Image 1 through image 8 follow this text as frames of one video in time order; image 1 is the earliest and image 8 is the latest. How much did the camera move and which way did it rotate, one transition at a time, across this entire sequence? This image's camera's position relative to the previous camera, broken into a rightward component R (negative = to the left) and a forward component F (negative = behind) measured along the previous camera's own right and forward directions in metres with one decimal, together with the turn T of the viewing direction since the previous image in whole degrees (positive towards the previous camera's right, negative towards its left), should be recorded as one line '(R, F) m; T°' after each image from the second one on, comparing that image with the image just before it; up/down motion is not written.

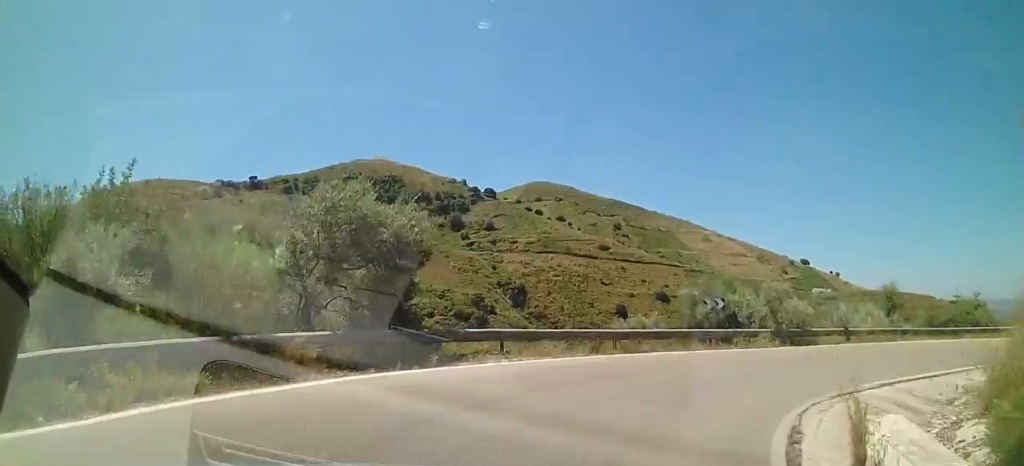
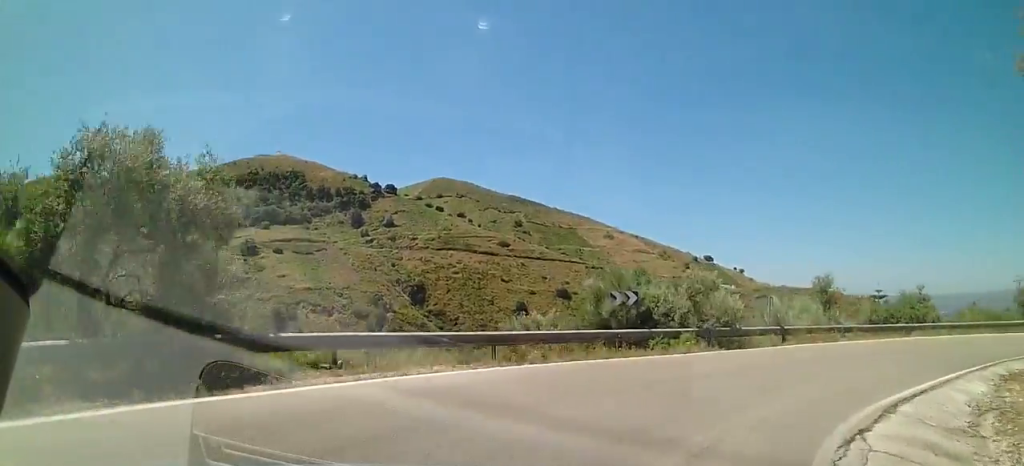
(+0.1, +4.7) m; +6°
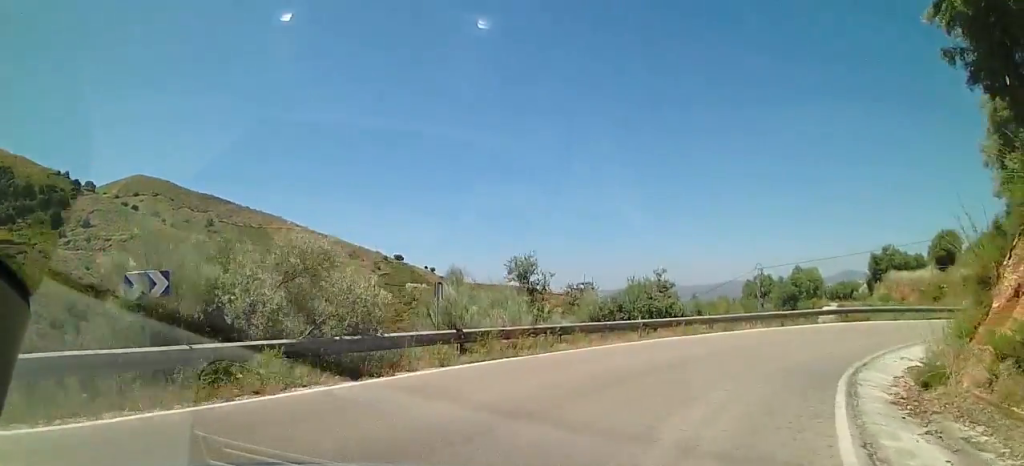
(+1.2, +8.9) m; +19°
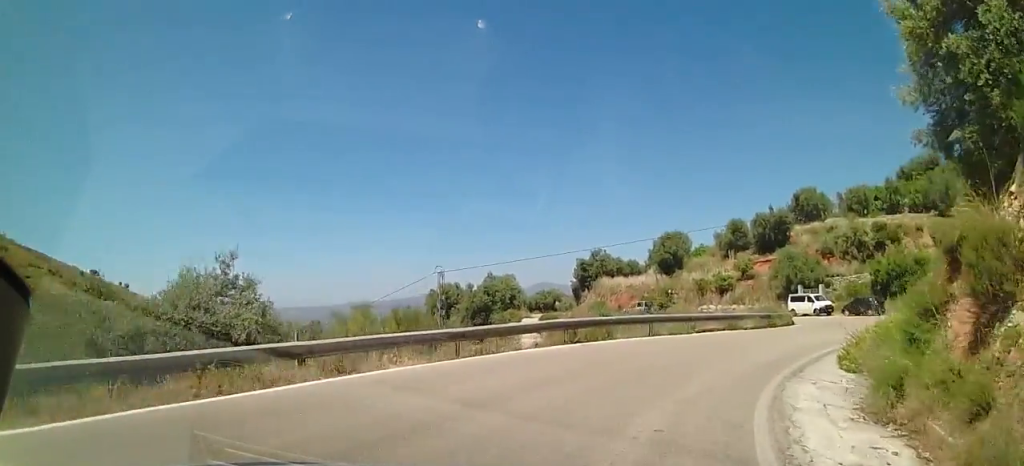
(+2.2, +10.4) m; +27°
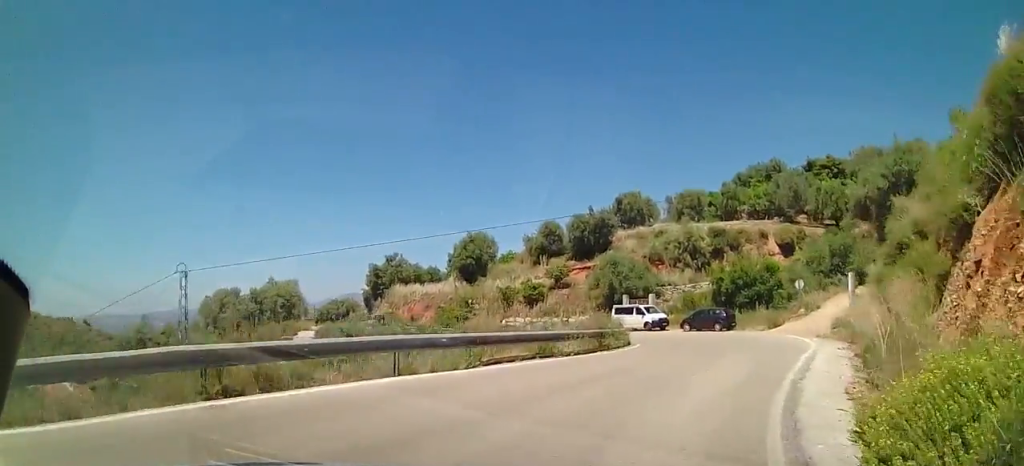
(+1.8, +7.5) m; +24°
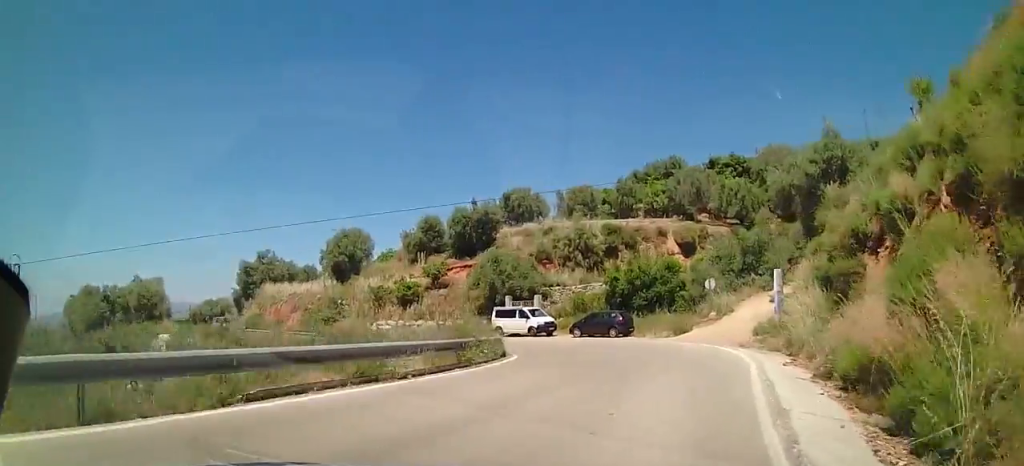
(+0.6, +4.9) m; +10°
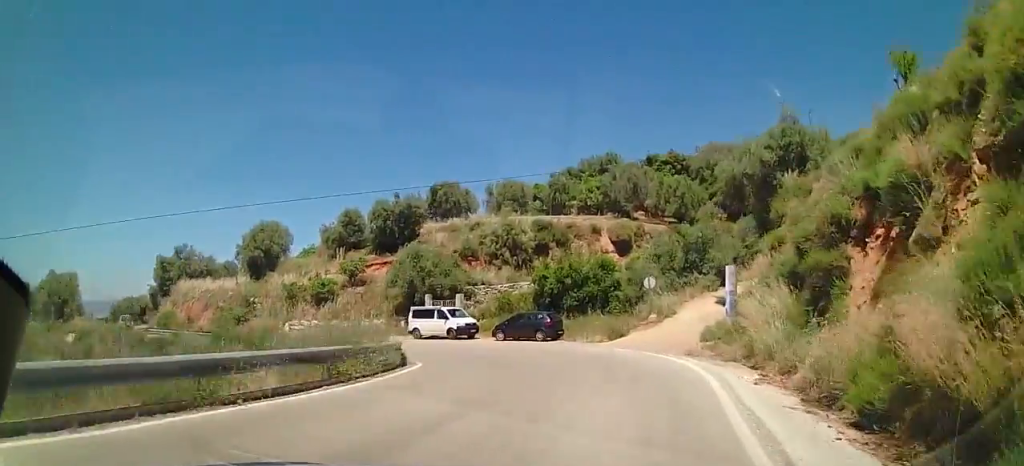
(+0.1, +3.5) m; +4°
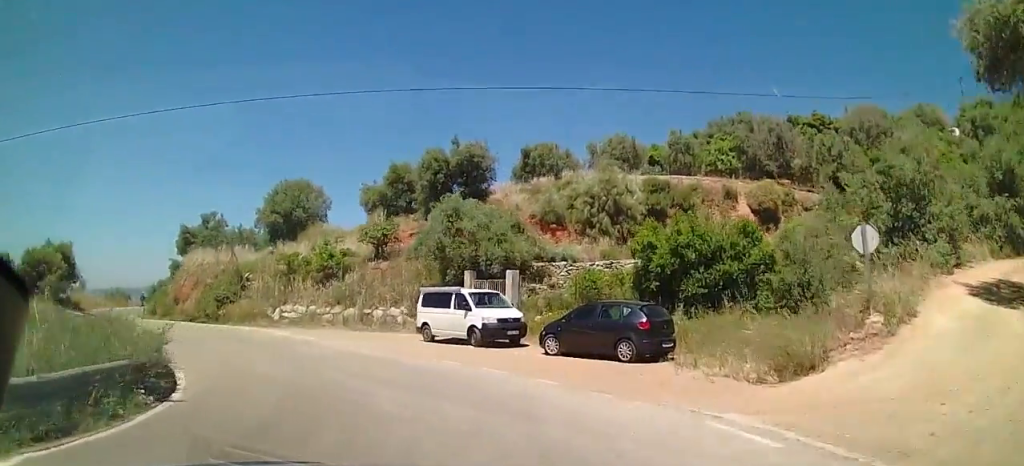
(+0.3, +16.0) m; -11°
